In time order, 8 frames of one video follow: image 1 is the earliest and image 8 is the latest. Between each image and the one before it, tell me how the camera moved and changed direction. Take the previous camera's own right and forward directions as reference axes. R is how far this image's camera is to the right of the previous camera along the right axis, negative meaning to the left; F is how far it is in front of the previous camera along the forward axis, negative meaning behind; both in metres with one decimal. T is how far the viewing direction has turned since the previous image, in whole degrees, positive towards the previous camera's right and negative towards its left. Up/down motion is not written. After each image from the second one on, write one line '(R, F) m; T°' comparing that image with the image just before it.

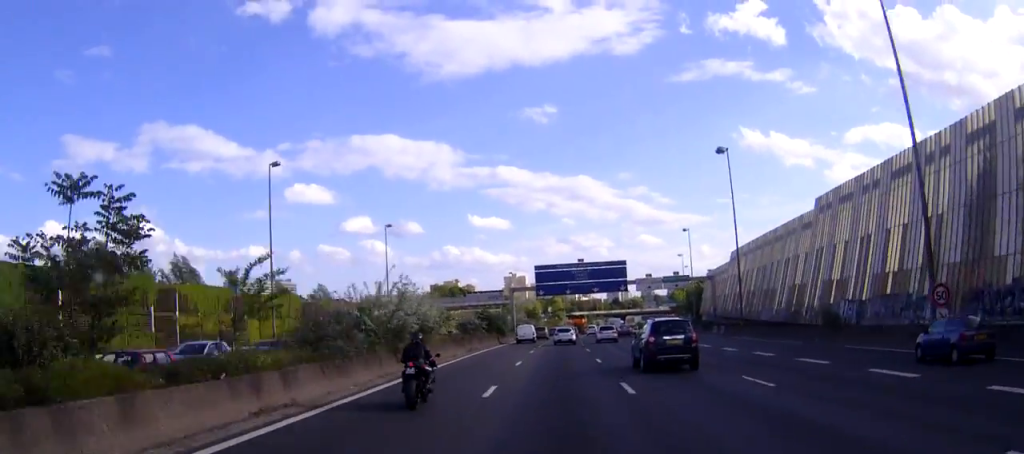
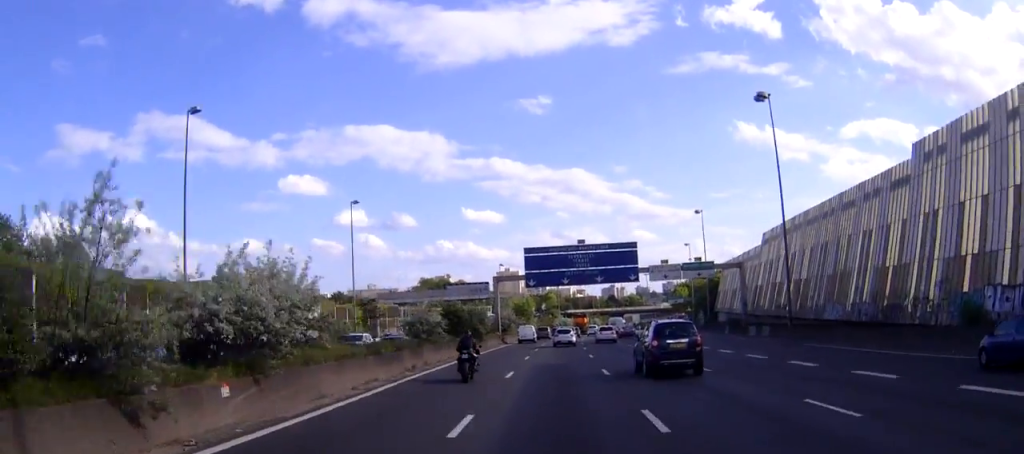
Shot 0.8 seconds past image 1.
(+0.1, +18.5) m; 0°
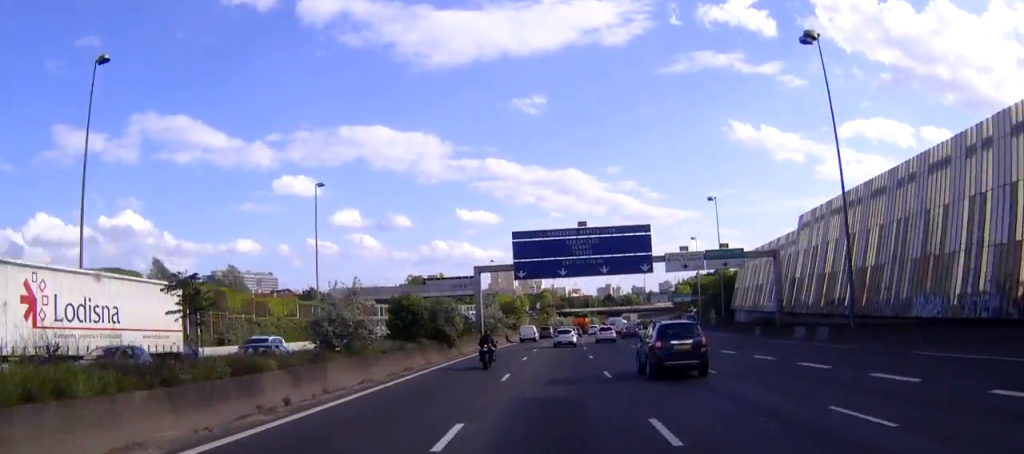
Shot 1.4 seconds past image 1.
(0.0, +14.6) m; 0°
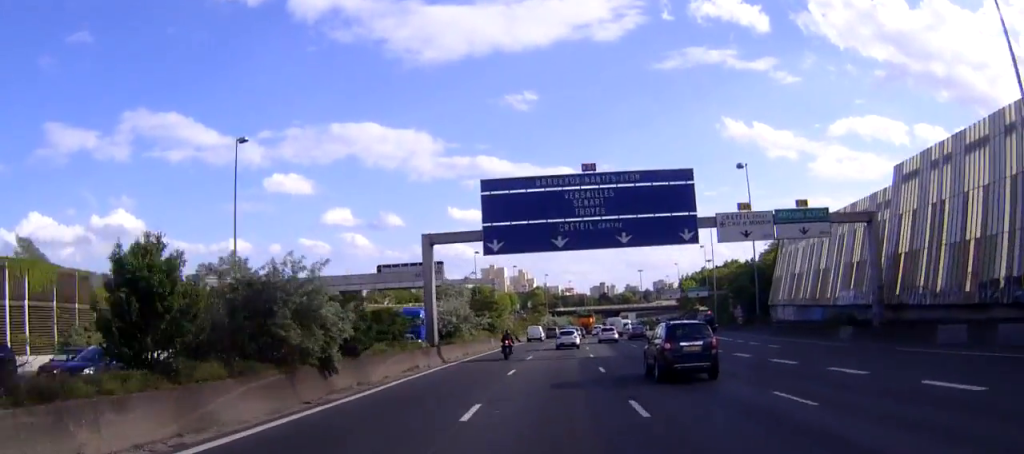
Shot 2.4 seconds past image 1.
(+0.1, +22.9) m; +1°
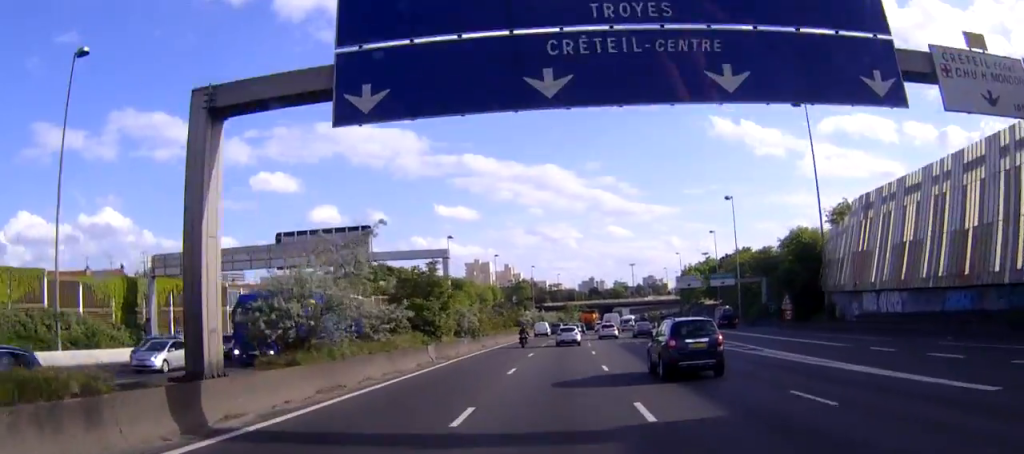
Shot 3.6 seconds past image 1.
(+0.2, +27.5) m; +1°
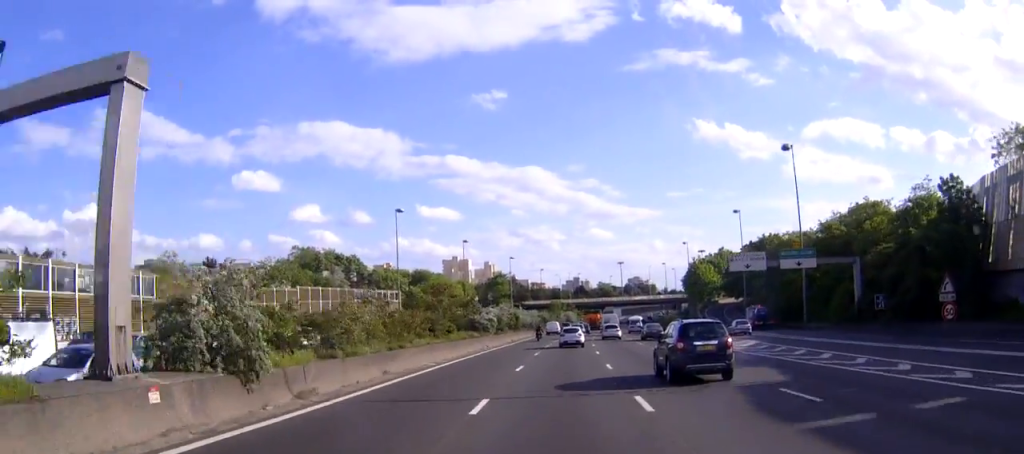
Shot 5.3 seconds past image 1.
(+0.4, +38.5) m; +1°
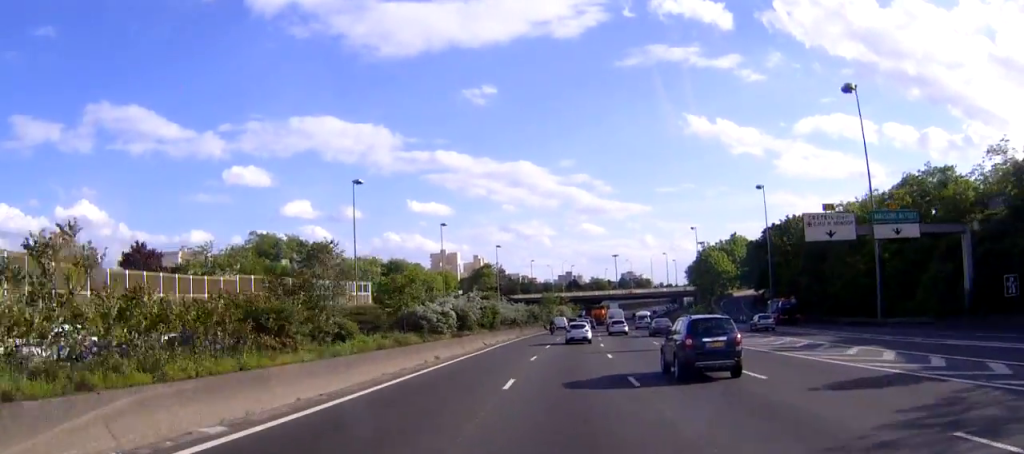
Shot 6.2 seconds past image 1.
(+0.1, +21.8) m; +1°
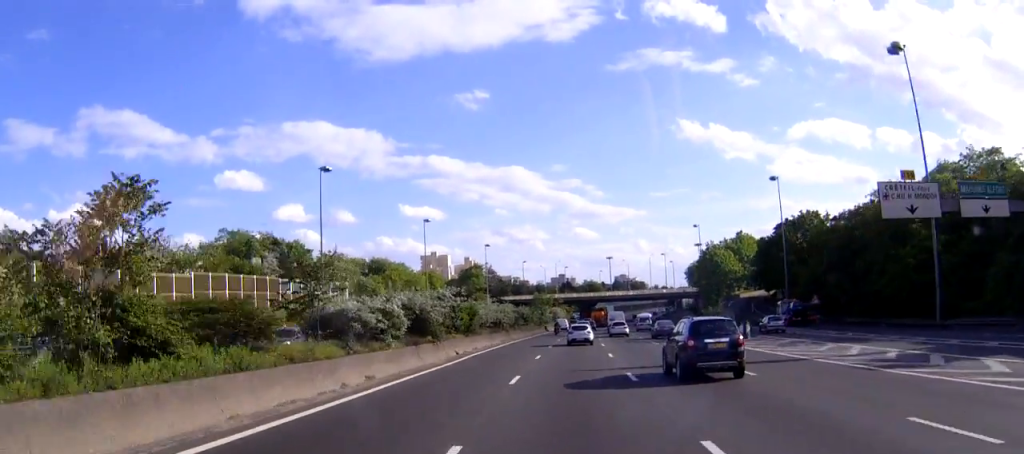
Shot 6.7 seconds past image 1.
(0.0, +11.8) m; +1°
